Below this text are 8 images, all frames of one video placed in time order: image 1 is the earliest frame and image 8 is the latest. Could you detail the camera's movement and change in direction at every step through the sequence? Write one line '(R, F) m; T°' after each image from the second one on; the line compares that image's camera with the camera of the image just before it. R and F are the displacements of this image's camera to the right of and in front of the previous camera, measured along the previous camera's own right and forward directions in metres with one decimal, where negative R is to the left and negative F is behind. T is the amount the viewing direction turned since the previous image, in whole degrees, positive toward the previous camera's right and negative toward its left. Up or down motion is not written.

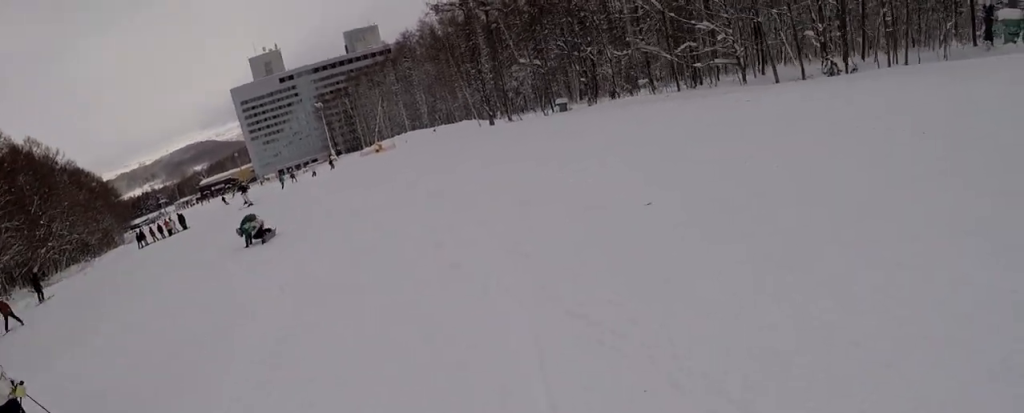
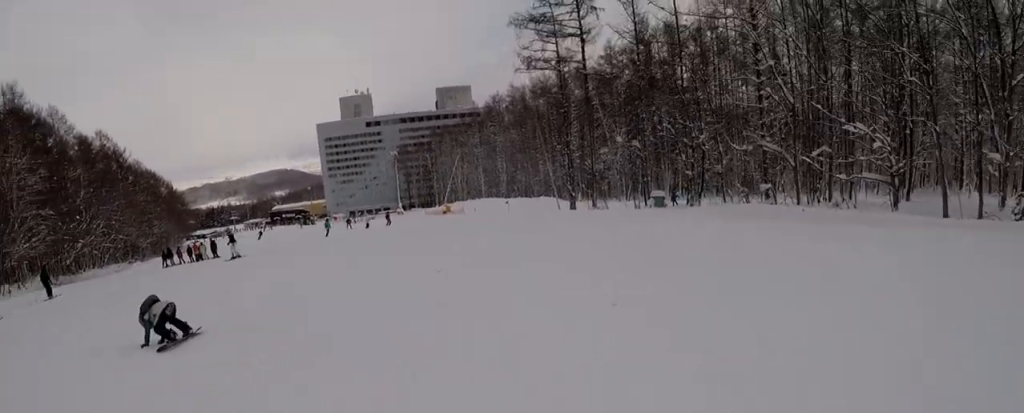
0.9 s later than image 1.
(+1.2, +7.7) m; +1°
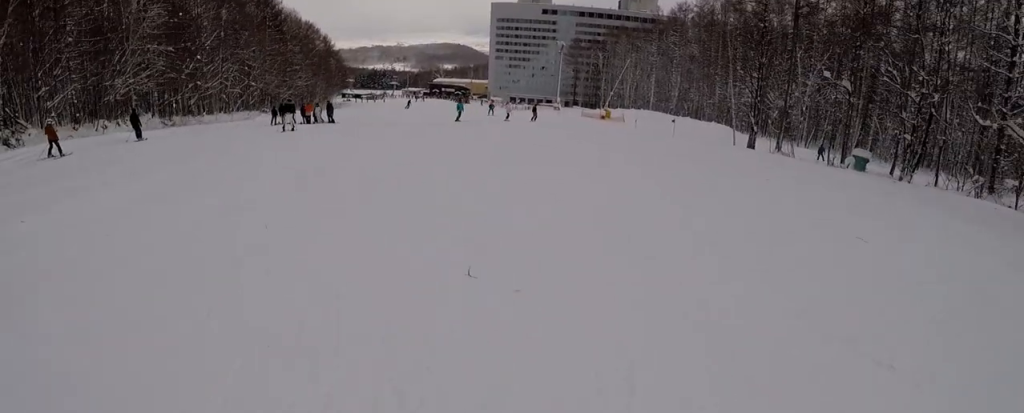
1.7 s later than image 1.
(-0.7, +7.3) m; -13°
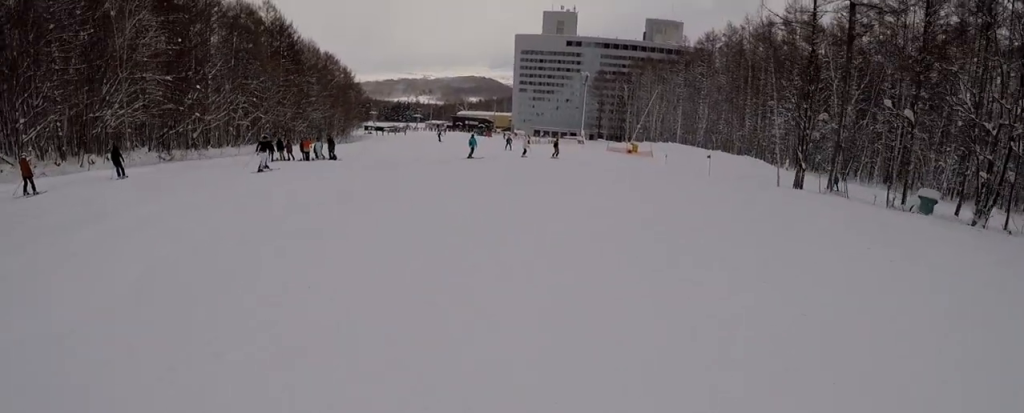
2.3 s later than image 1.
(-0.3, +4.5) m; -9°
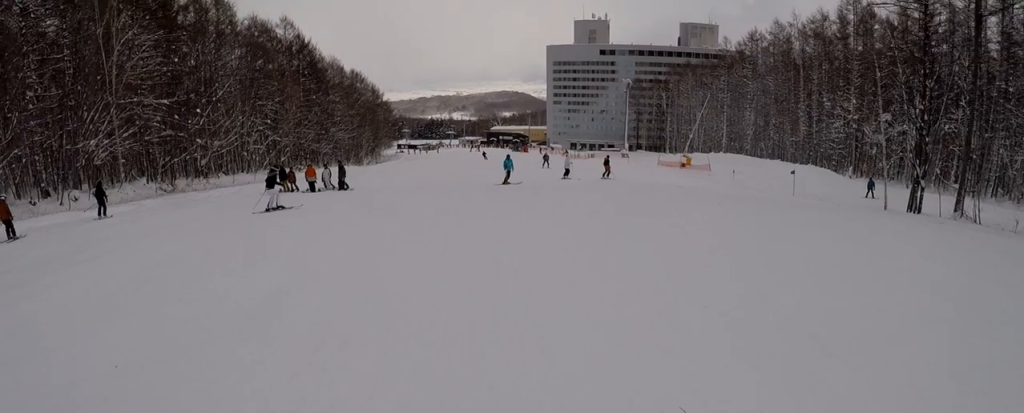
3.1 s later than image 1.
(-1.2, +7.3) m; -9°
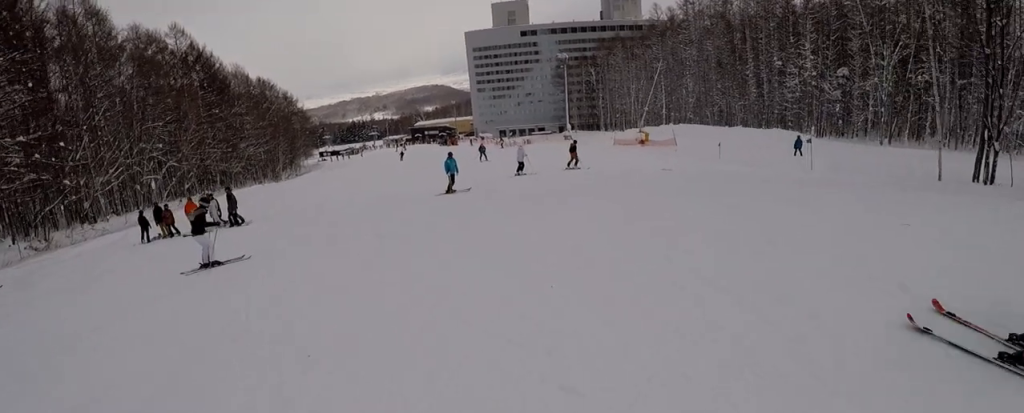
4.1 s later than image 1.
(+0.1, +8.3) m; +8°
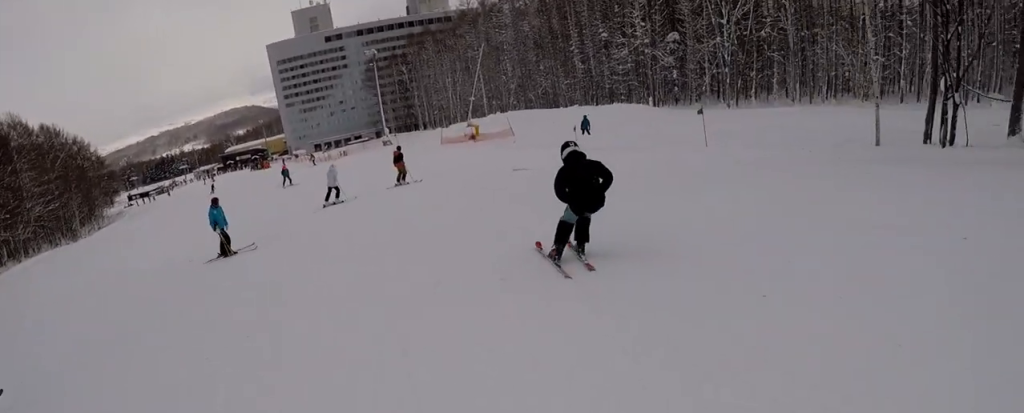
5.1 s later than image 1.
(+0.9, +7.3) m; +19°
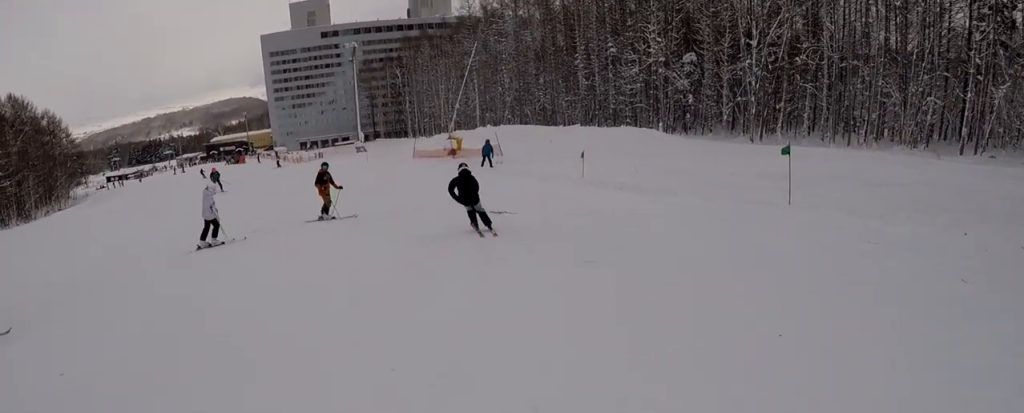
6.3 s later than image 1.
(+1.3, +8.6) m; -1°
